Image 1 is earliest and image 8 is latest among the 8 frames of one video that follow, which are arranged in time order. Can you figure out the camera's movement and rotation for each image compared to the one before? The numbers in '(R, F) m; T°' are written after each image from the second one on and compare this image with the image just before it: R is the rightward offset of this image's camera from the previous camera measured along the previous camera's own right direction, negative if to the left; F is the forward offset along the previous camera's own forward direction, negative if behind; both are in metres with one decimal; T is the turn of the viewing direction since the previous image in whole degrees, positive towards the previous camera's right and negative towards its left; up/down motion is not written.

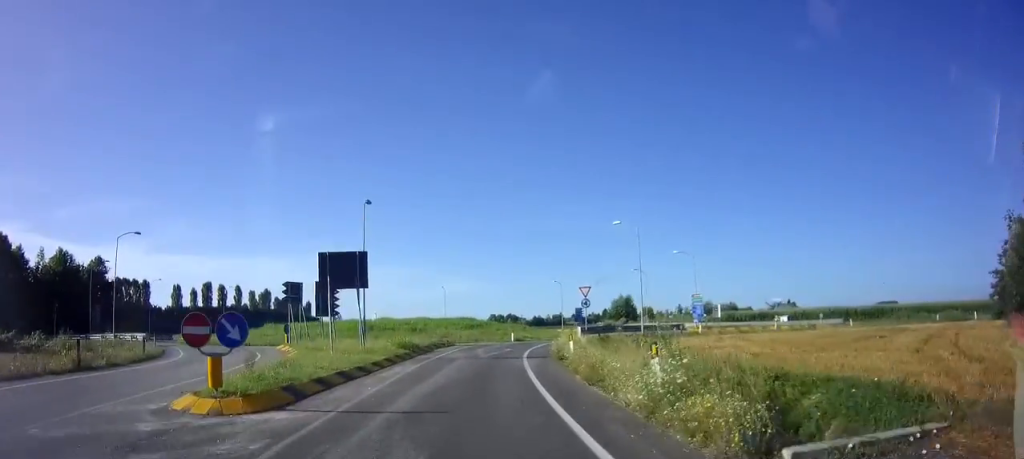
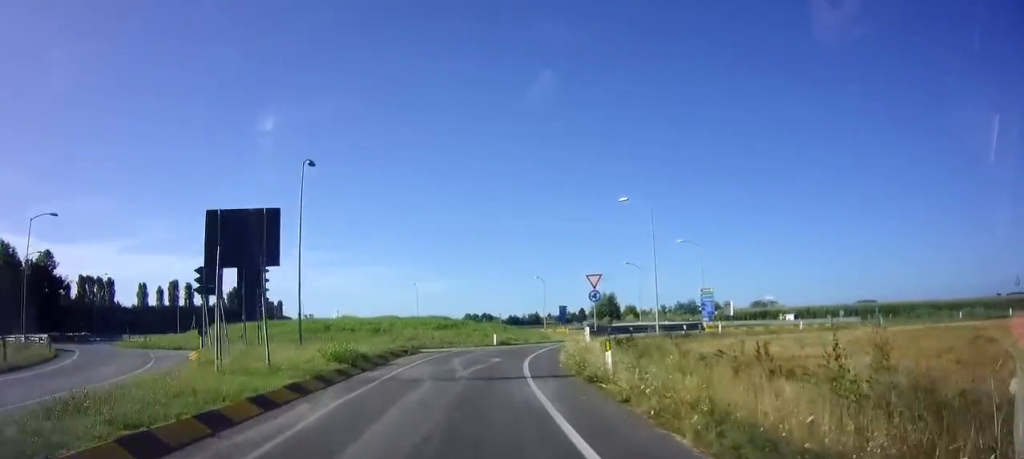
(+0.2, +7.5) m; +3°
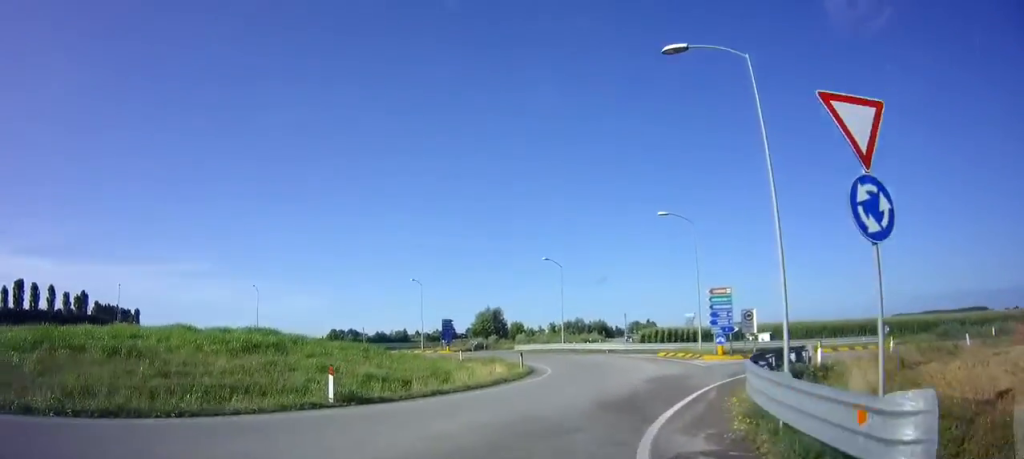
(+2.2, +21.9) m; +18°
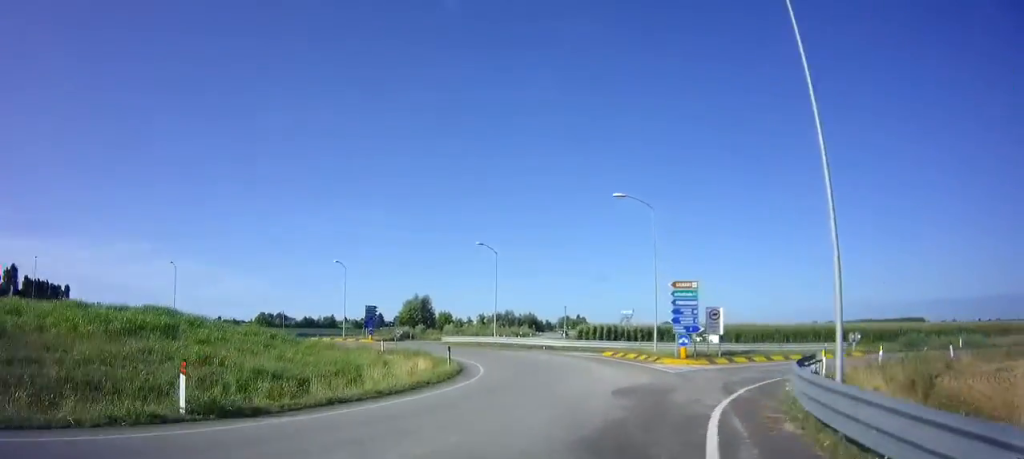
(+0.5, +4.3) m; +5°
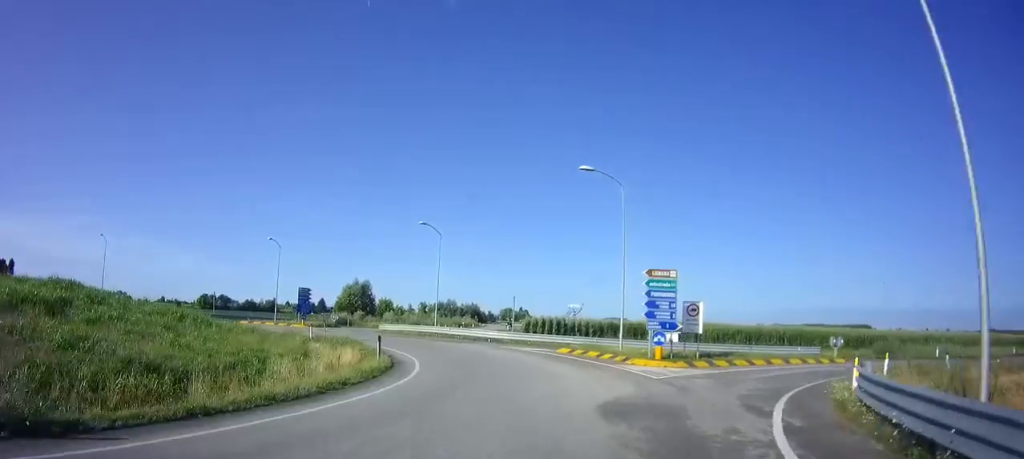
(+0.2, +3.9) m; +3°
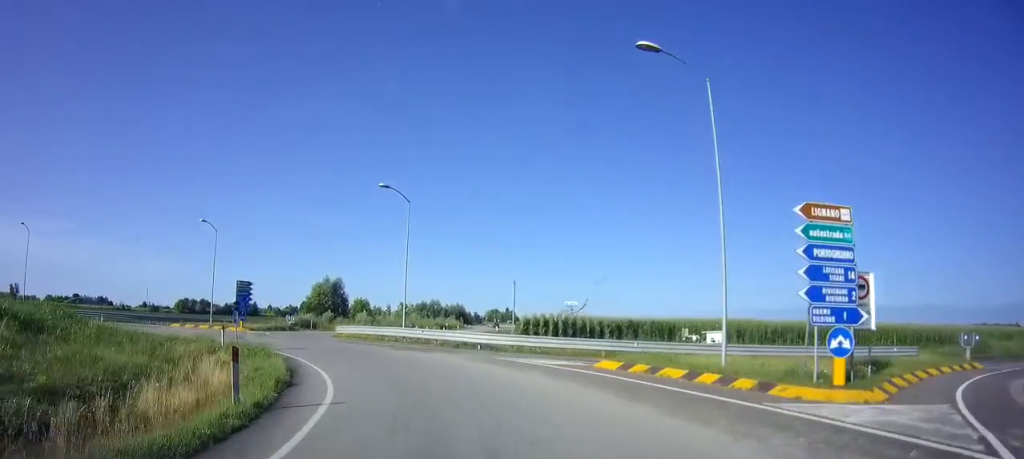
(-0.3, +11.9) m; -6°
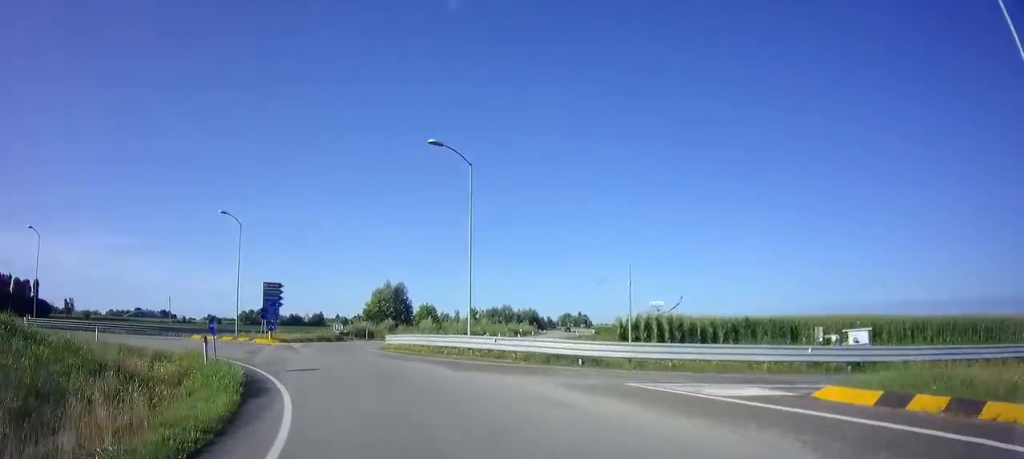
(-0.5, +8.2) m; -4°
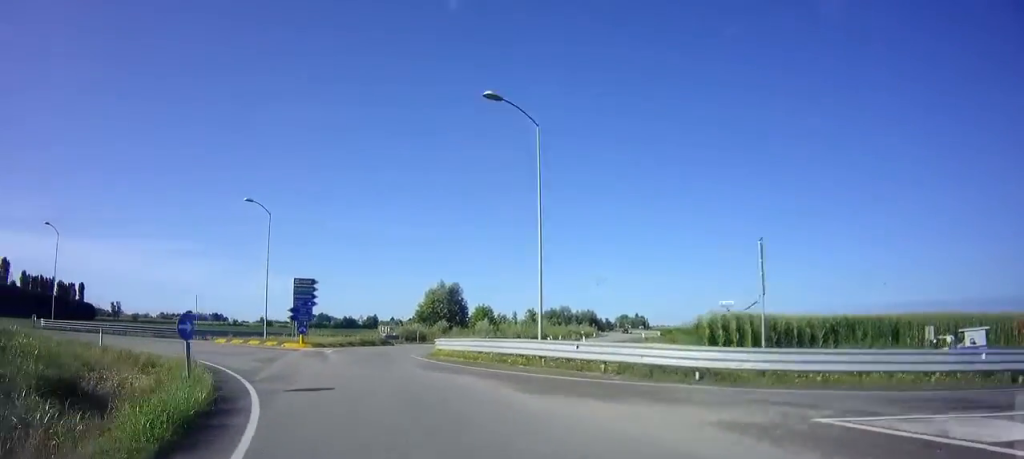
(+0.1, +4.8) m; -3°
